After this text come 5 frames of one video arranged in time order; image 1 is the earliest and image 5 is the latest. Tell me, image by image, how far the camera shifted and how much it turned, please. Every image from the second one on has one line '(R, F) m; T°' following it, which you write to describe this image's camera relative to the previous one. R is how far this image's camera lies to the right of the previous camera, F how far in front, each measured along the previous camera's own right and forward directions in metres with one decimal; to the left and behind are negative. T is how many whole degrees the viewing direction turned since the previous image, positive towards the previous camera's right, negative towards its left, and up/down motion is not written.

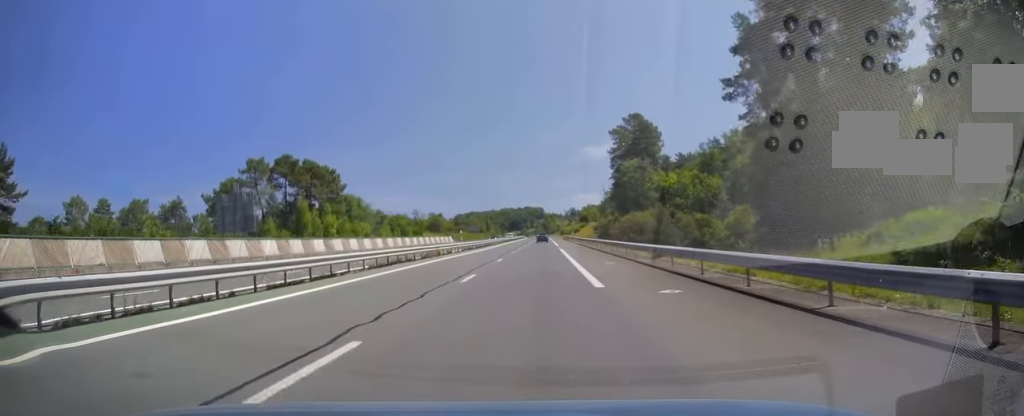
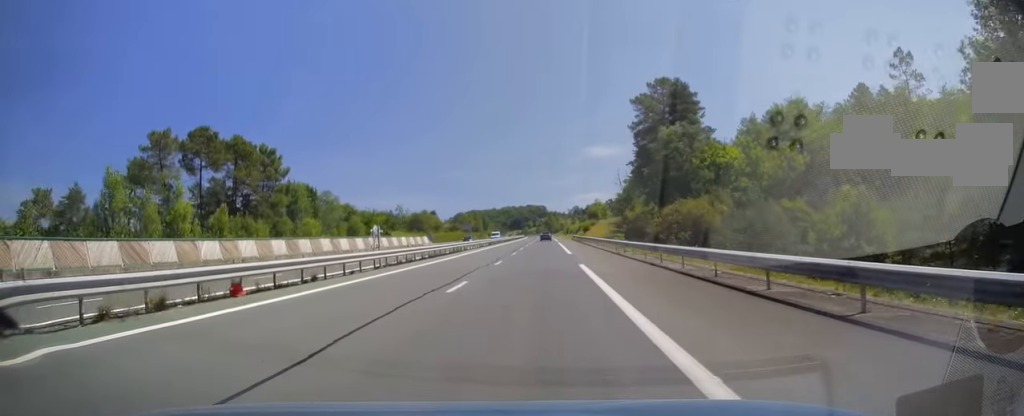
(-0.4, +28.9) m; -1°
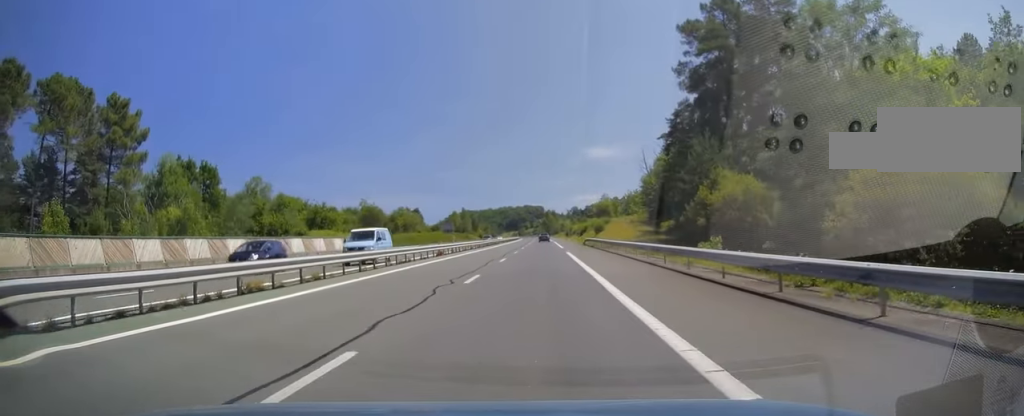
(0.0, +36.3) m; 0°
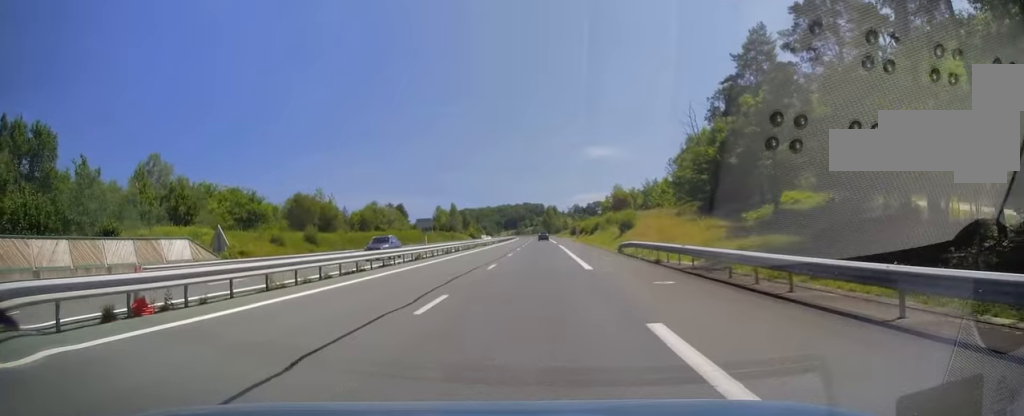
(+0.2, +32.4) m; +1°
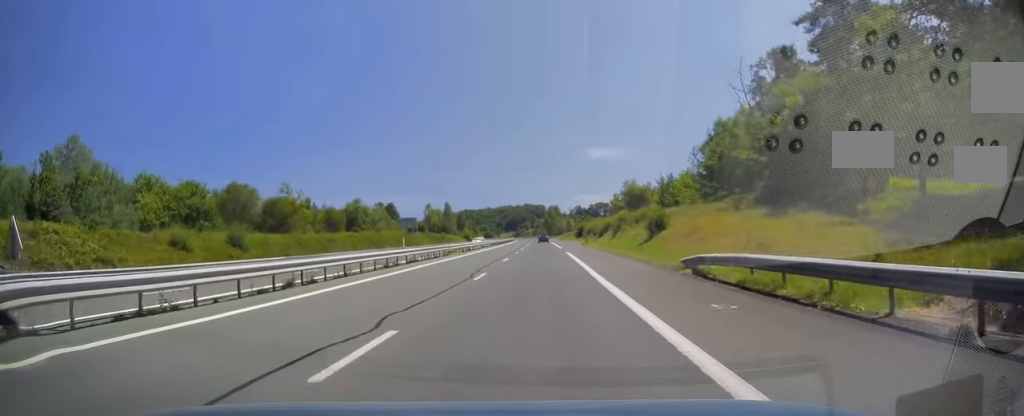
(+0.3, +17.6) m; 0°
